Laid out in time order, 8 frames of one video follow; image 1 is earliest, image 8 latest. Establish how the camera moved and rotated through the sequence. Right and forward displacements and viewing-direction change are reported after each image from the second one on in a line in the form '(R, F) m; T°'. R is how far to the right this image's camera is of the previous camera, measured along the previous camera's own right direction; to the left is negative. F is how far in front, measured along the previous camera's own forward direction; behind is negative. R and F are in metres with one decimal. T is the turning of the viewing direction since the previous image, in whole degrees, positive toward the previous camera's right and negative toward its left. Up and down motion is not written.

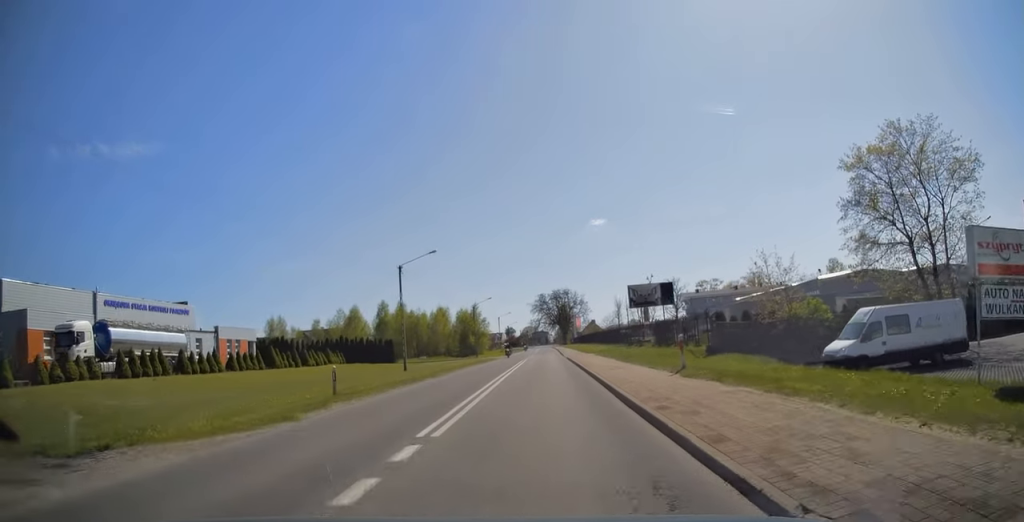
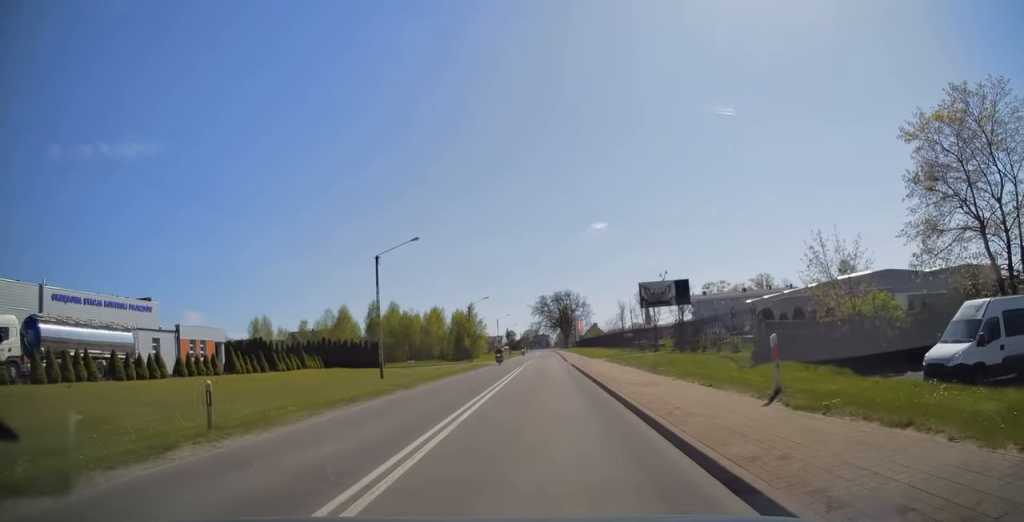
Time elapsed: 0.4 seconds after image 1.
(+0.1, +7.0) m; 0°
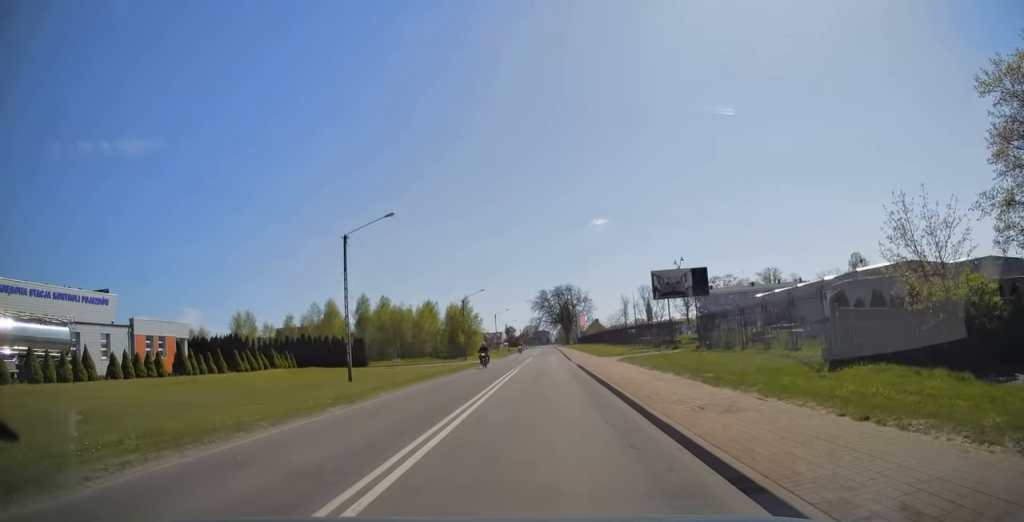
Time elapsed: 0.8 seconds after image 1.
(+0.1, +6.8) m; 0°
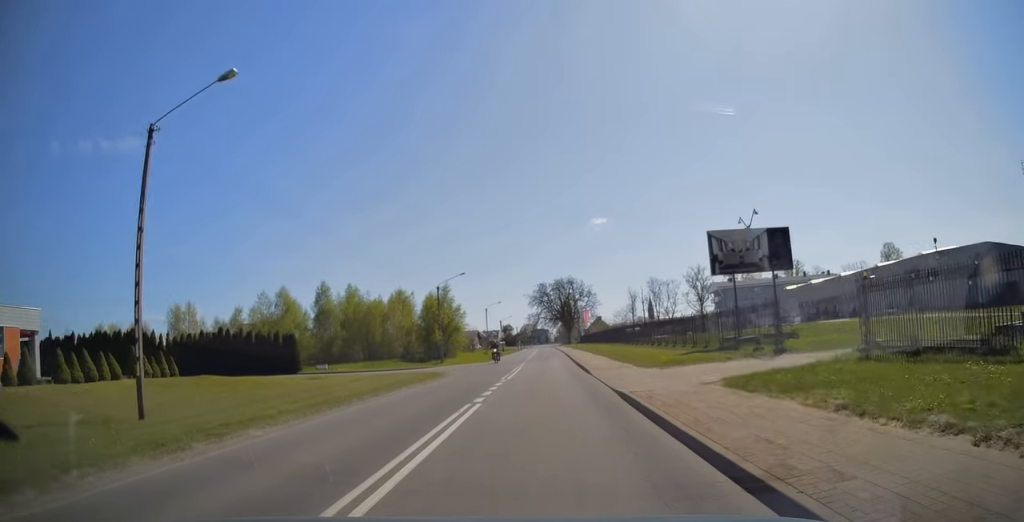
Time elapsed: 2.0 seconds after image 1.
(-0.2, +18.8) m; 0°
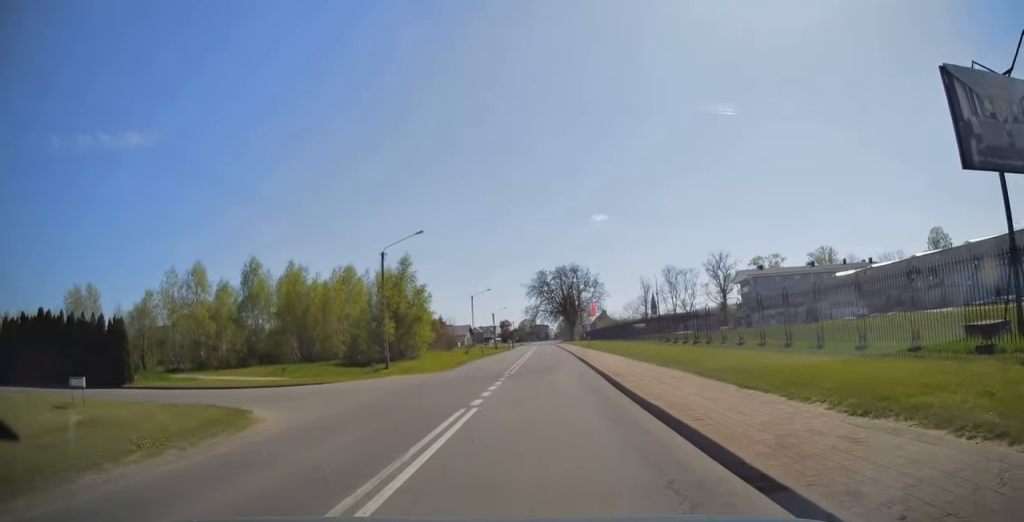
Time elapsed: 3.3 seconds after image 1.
(+0.1, +22.1) m; 0°
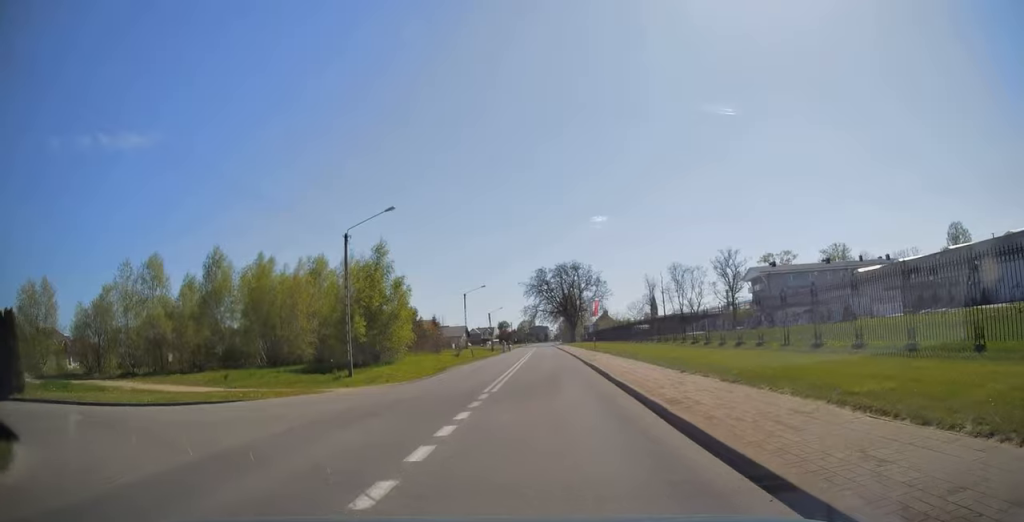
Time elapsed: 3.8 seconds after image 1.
(-0.1, +7.9) m; 0°
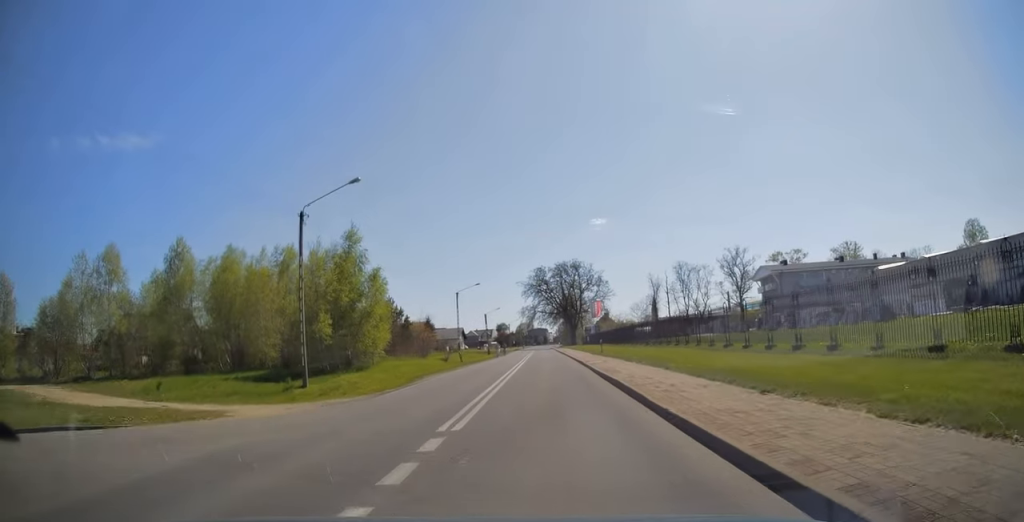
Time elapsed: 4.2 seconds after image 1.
(0.0, +6.5) m; 0°
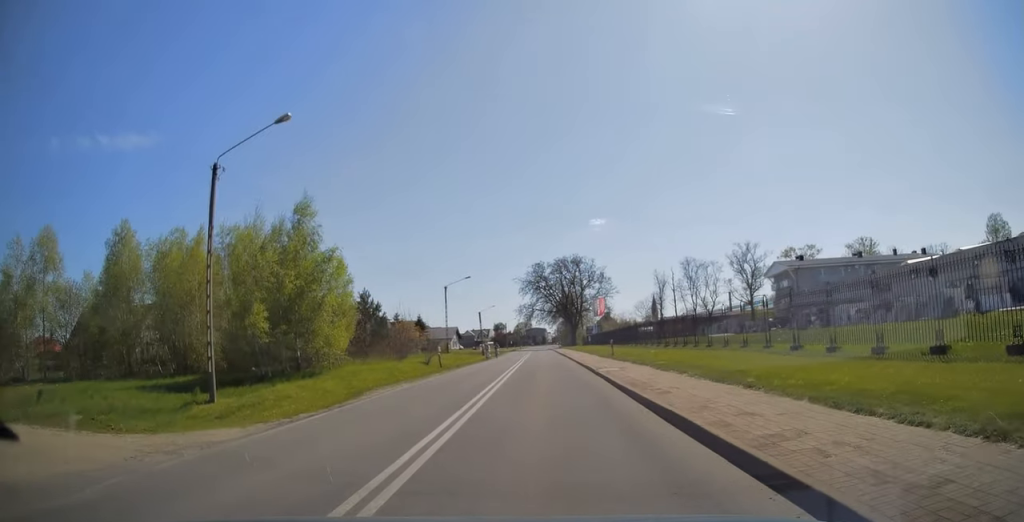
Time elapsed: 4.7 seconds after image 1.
(+0.1, +8.2) m; 0°
